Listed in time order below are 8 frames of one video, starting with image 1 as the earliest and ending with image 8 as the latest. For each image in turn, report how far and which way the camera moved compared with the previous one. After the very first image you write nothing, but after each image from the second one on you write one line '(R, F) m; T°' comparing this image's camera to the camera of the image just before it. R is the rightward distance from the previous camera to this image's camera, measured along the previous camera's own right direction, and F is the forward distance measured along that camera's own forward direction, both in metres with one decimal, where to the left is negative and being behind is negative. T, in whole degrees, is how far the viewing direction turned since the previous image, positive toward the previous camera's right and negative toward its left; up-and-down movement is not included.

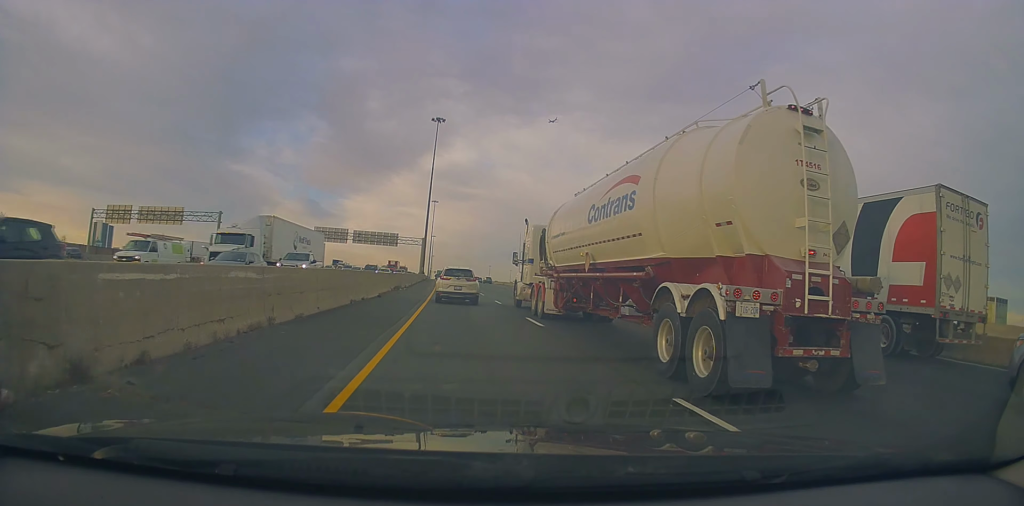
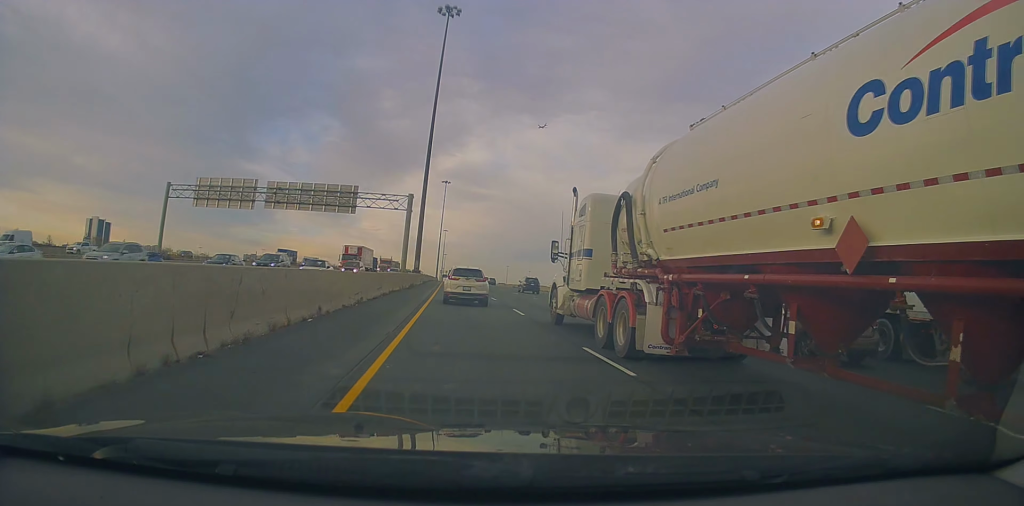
(-0.7, +56.7) m; -3°
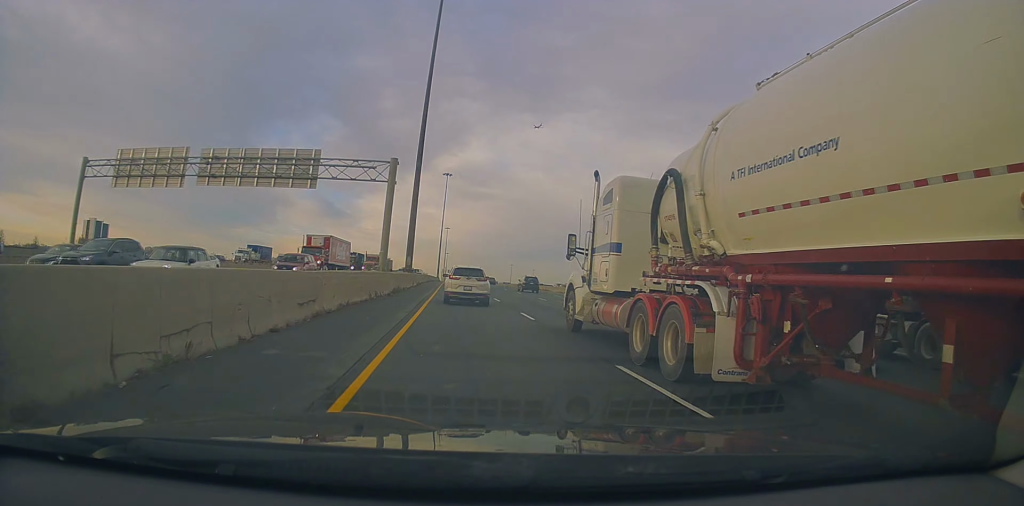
(-0.3, +14.3) m; 0°
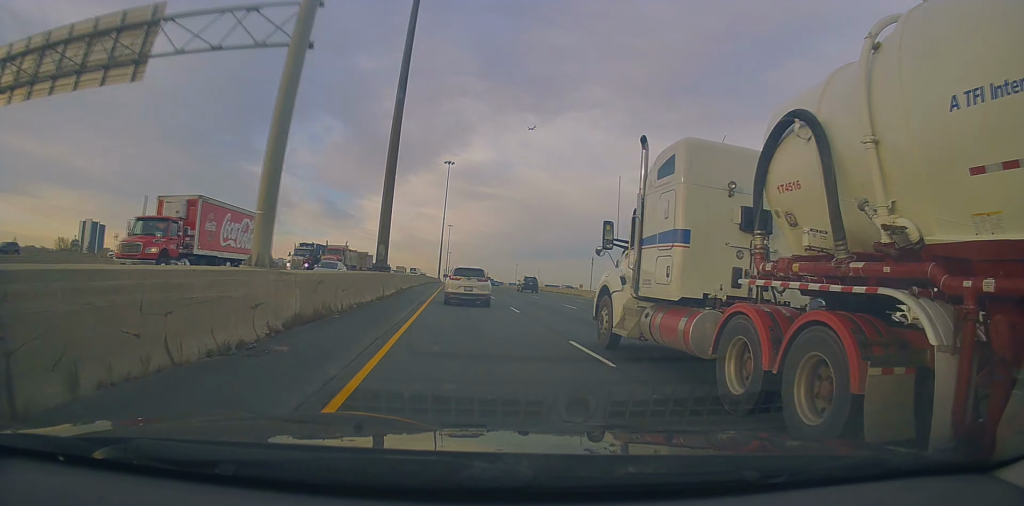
(-0.1, +20.3) m; 0°
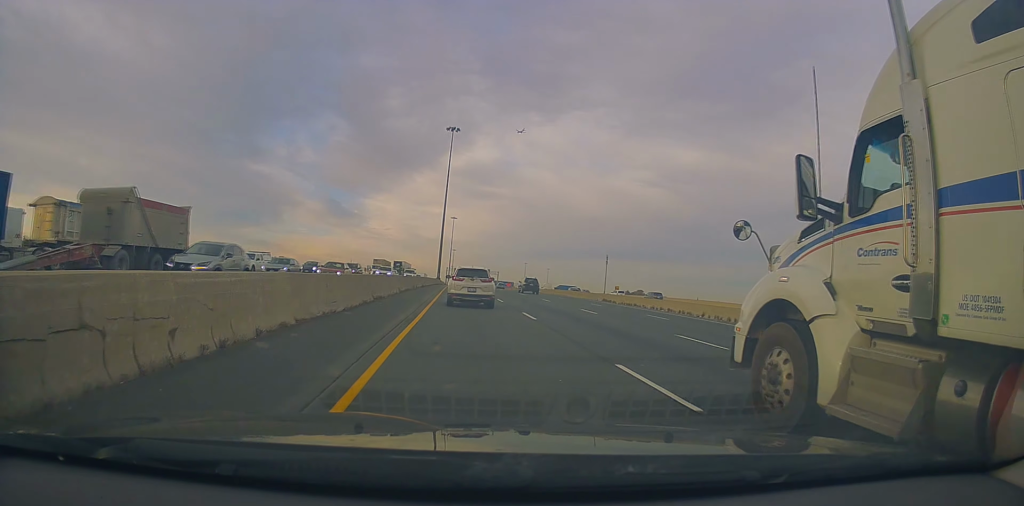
(0.0, +40.0) m; 0°
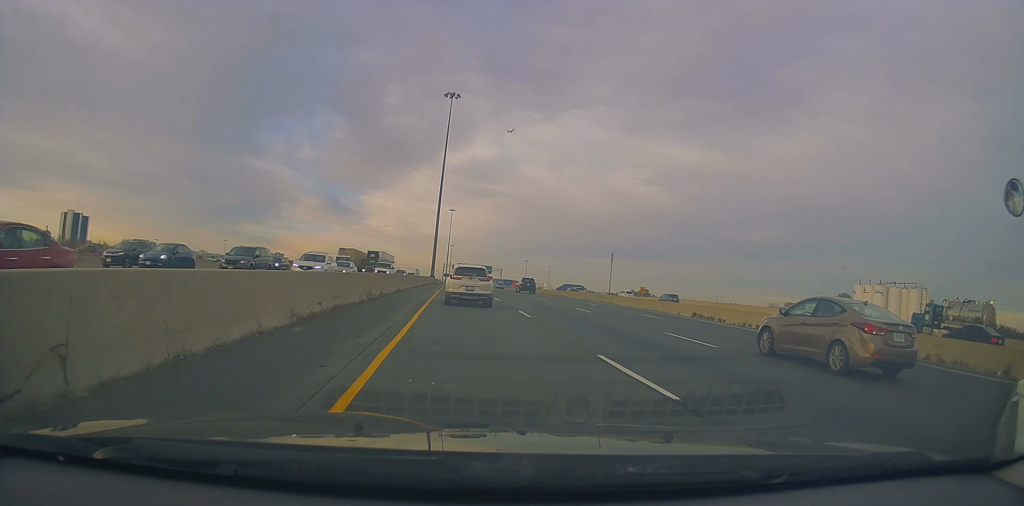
(0.0, +24.0) m; 0°
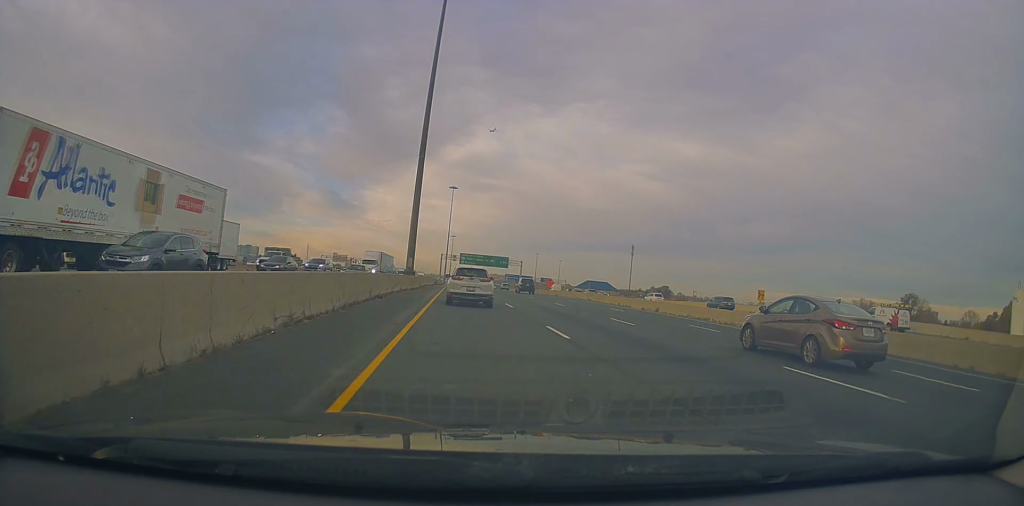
(-0.3, +53.9) m; 0°
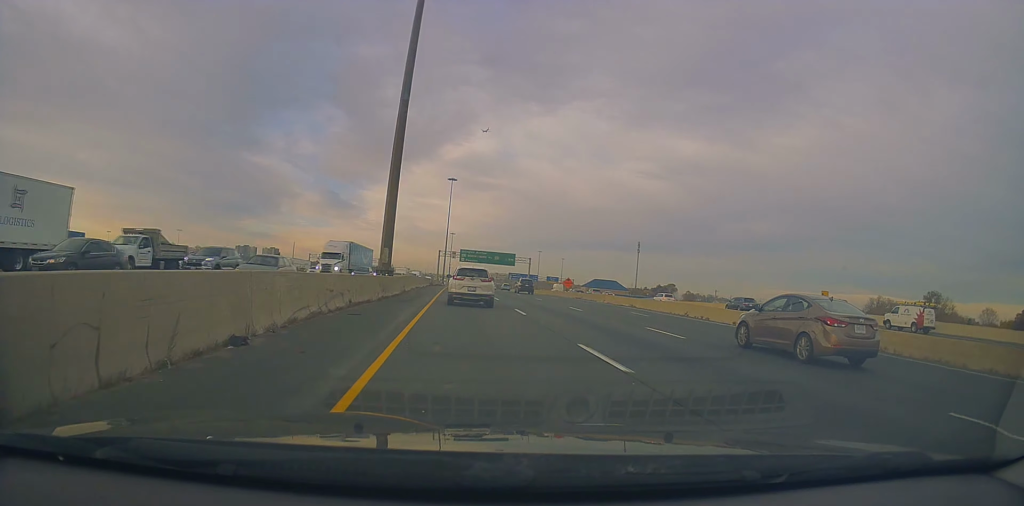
(+0.4, +16.9) m; 0°
